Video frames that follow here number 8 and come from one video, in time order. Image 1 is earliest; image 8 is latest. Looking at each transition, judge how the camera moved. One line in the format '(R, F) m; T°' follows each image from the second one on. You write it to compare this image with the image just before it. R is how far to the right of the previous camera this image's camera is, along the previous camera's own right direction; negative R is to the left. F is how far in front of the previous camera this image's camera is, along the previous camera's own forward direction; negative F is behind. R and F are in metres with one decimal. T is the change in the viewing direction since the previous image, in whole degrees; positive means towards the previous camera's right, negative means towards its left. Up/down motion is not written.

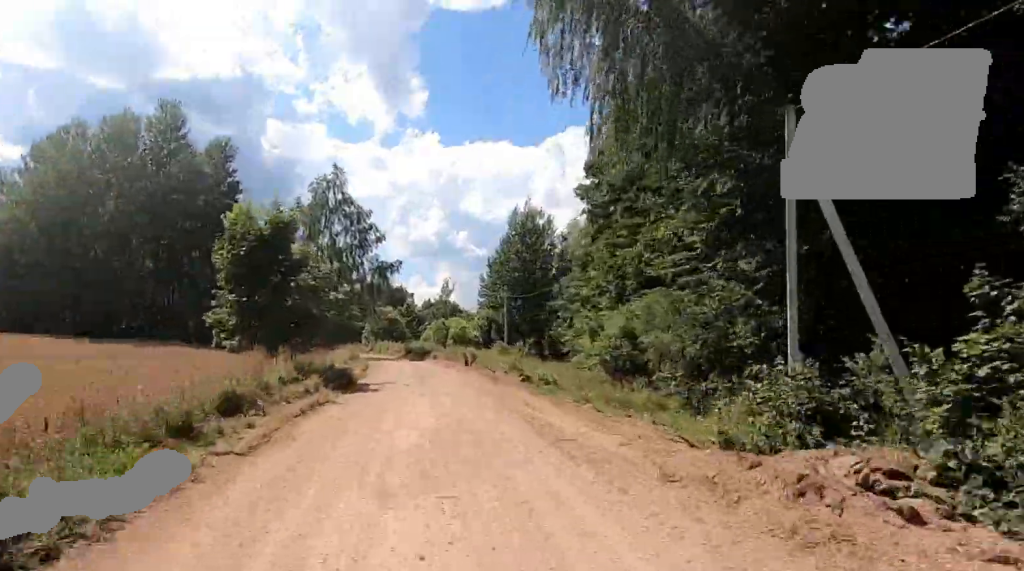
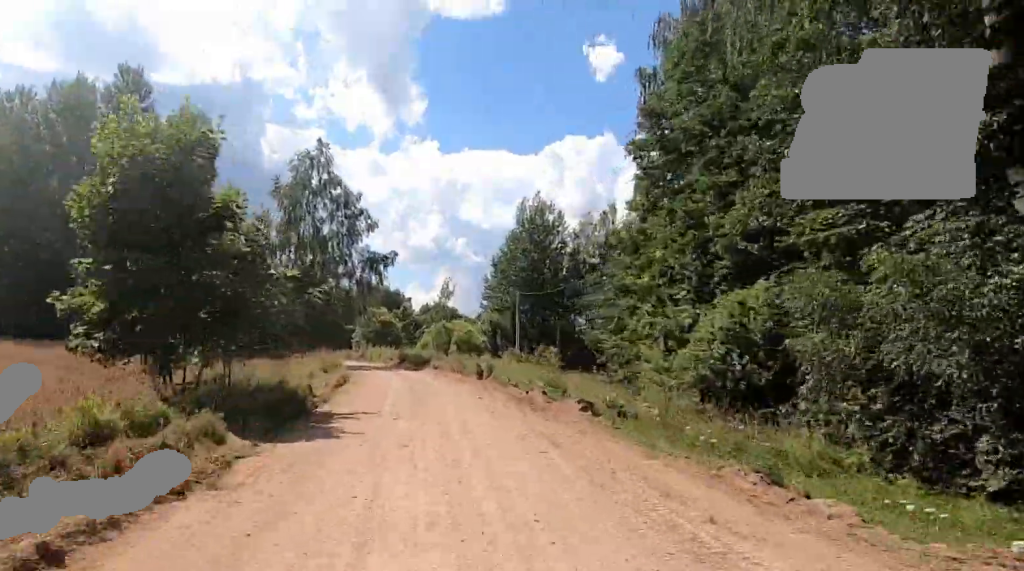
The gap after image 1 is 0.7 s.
(0.0, +9.2) m; 0°
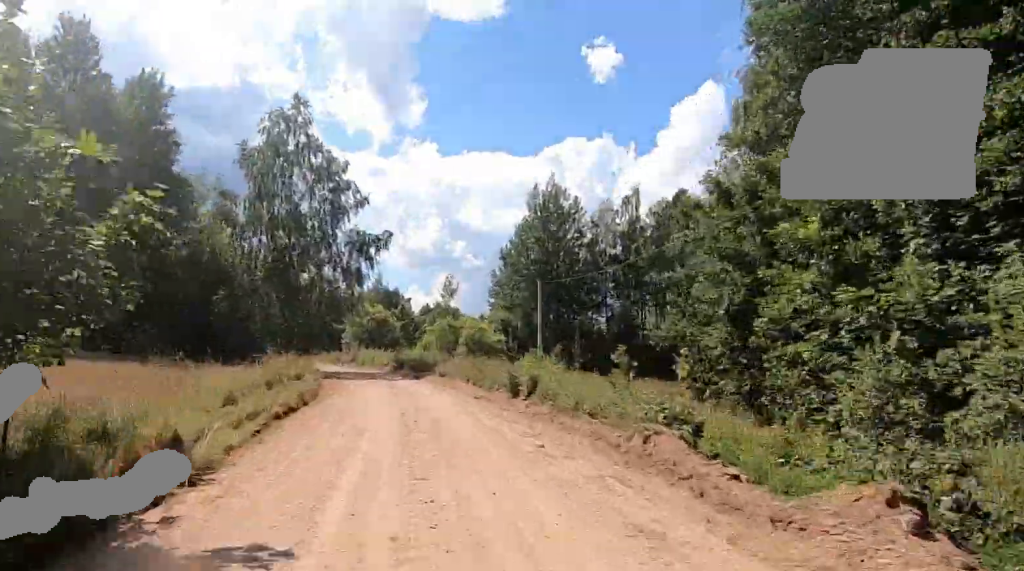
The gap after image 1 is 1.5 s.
(0.0, +10.3) m; 0°
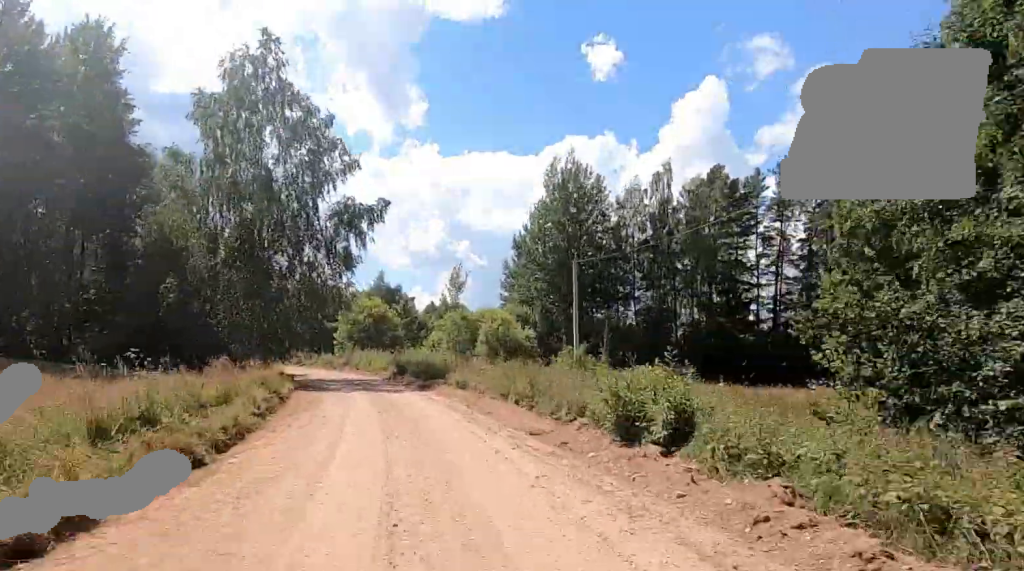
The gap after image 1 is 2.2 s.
(0.0, +10.0) m; 0°
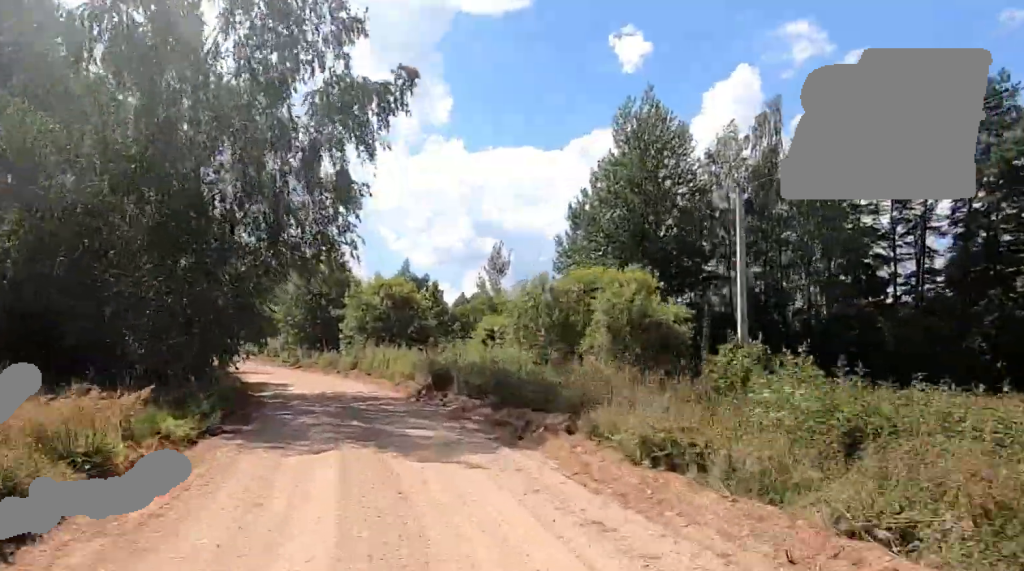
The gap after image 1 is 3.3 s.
(-0.2, +17.4) m; -3°
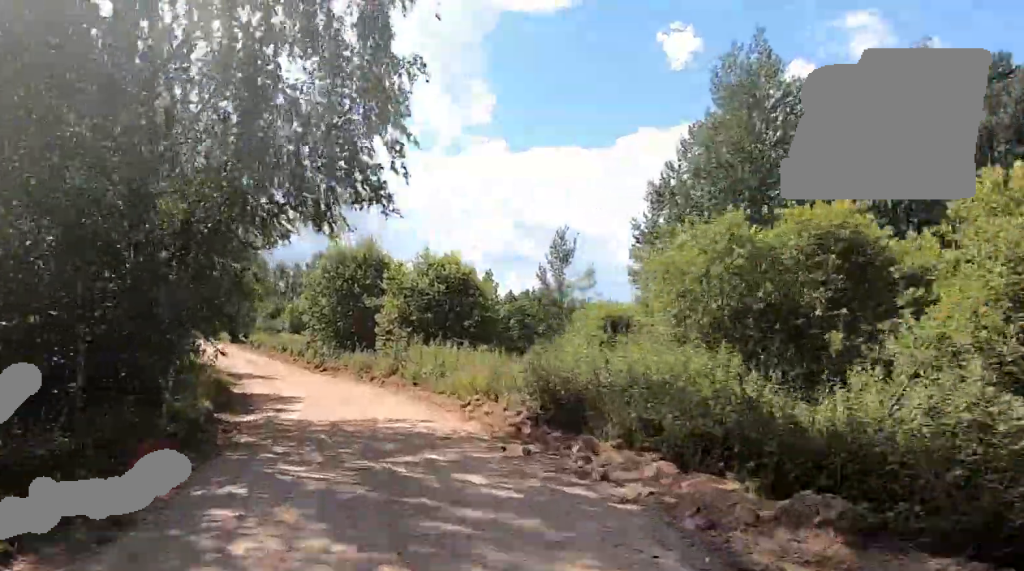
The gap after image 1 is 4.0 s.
(+0.4, +10.7) m; -6°
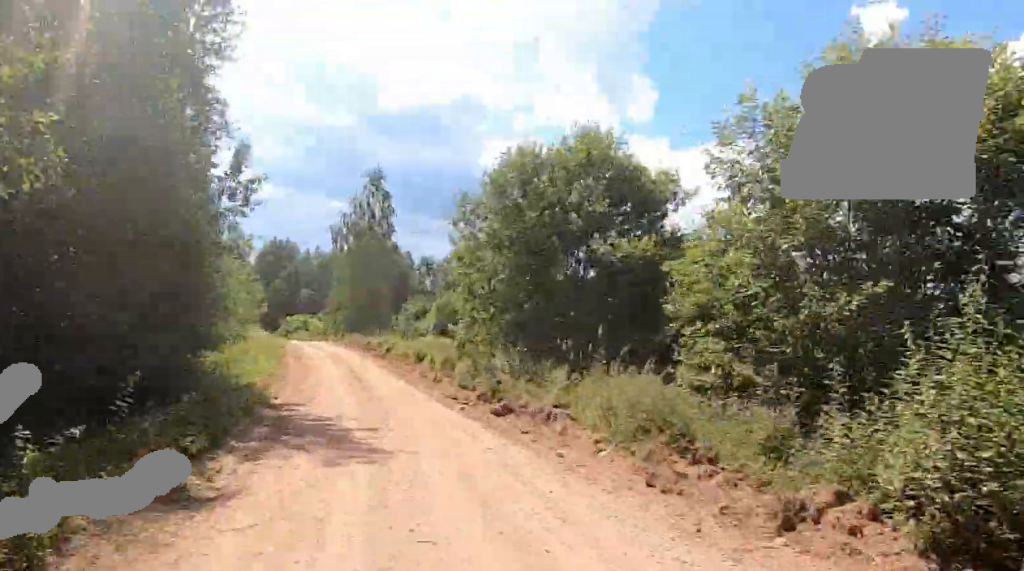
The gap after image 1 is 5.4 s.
(-3.3, +23.2) m; -9°
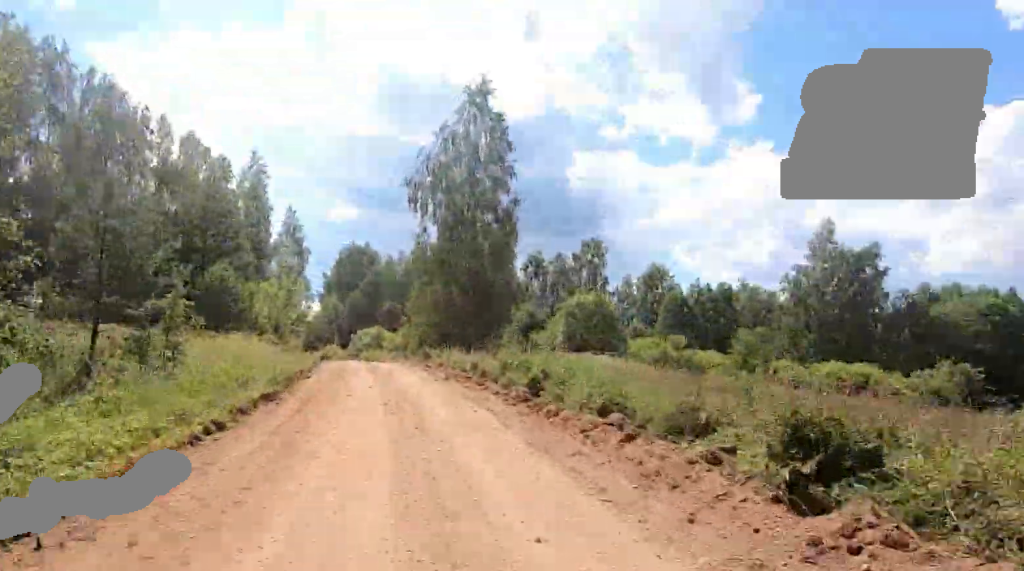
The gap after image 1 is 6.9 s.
(-0.1, +27.0) m; 0°
